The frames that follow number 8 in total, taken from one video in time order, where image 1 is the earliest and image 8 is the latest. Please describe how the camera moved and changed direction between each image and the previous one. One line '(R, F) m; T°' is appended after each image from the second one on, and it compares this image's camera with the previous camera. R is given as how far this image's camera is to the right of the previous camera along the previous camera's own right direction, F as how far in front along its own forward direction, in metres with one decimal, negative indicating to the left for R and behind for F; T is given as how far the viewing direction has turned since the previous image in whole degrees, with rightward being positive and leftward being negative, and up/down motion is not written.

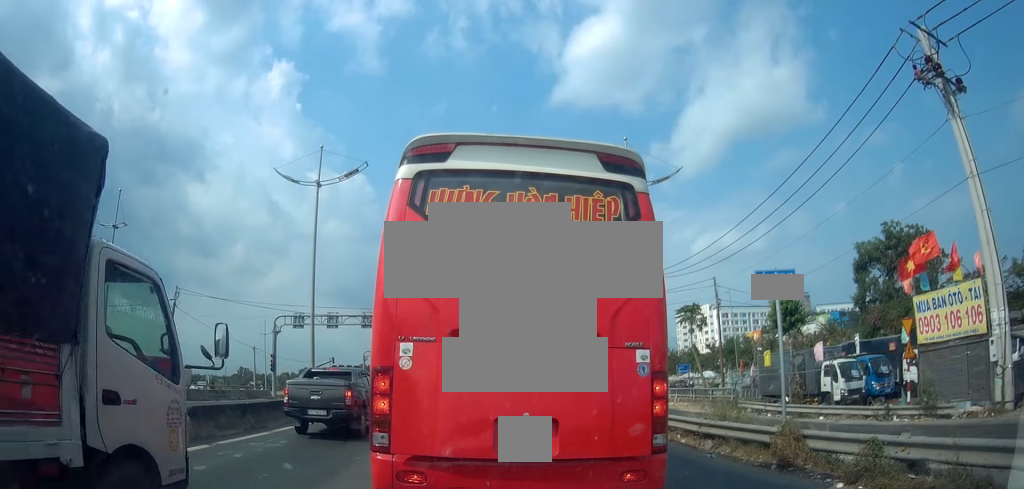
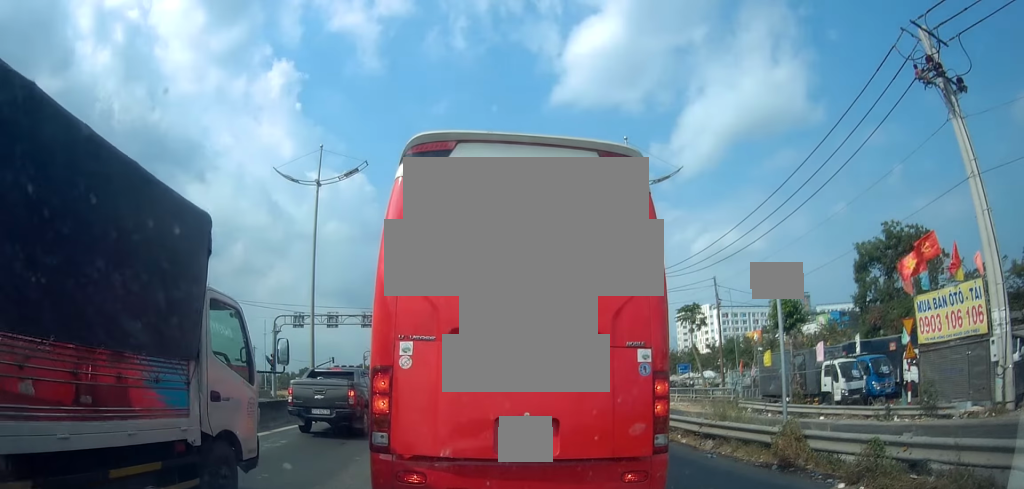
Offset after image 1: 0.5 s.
(0.0, 0.0) m; 0°
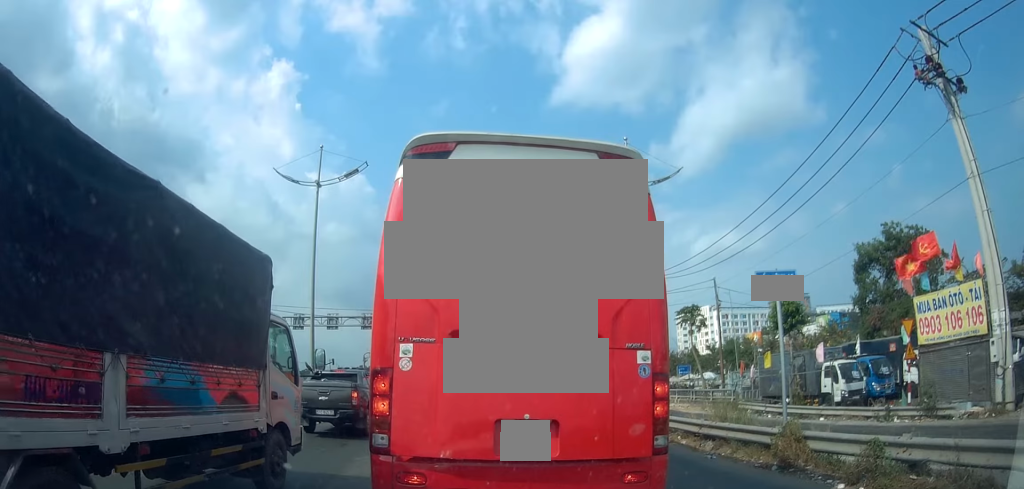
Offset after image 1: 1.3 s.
(0.0, 0.0) m; 0°
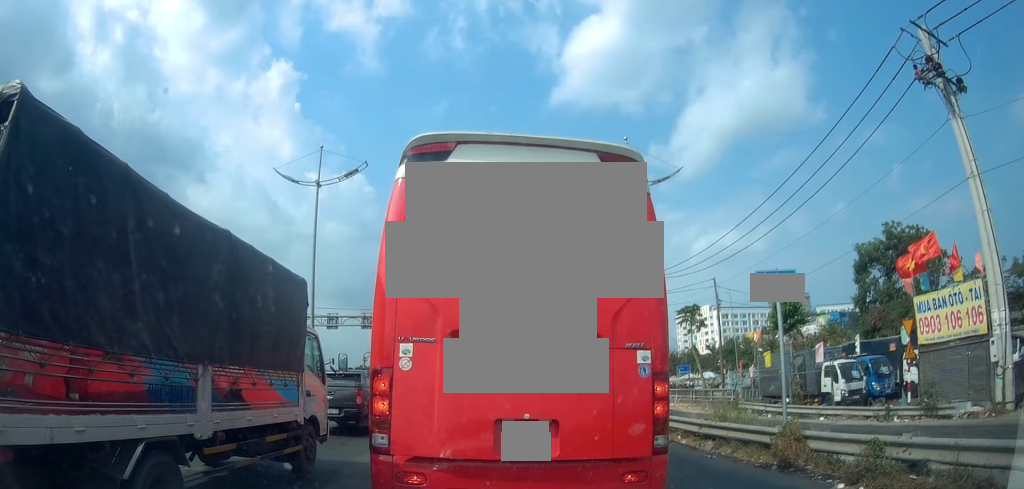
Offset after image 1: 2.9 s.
(0.0, 0.0) m; 0°
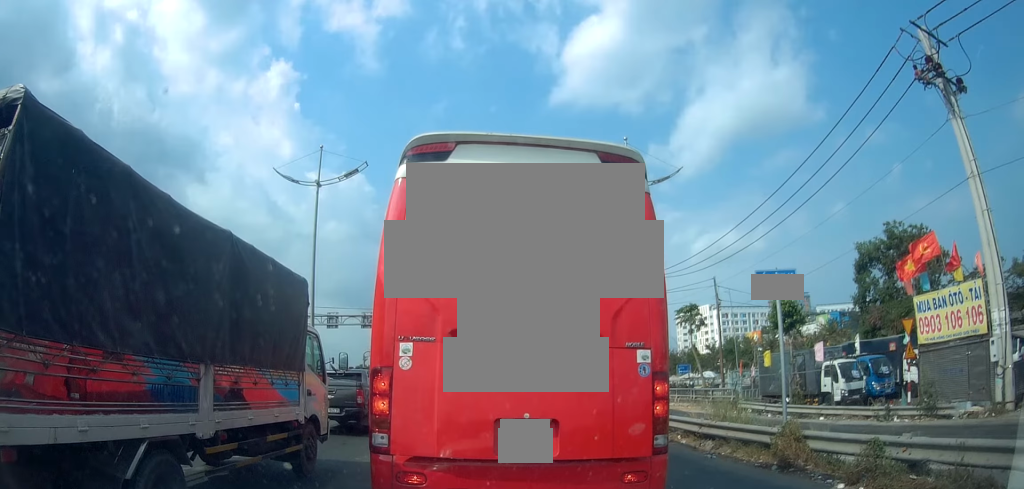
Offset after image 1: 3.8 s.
(0.0, 0.0) m; 0°
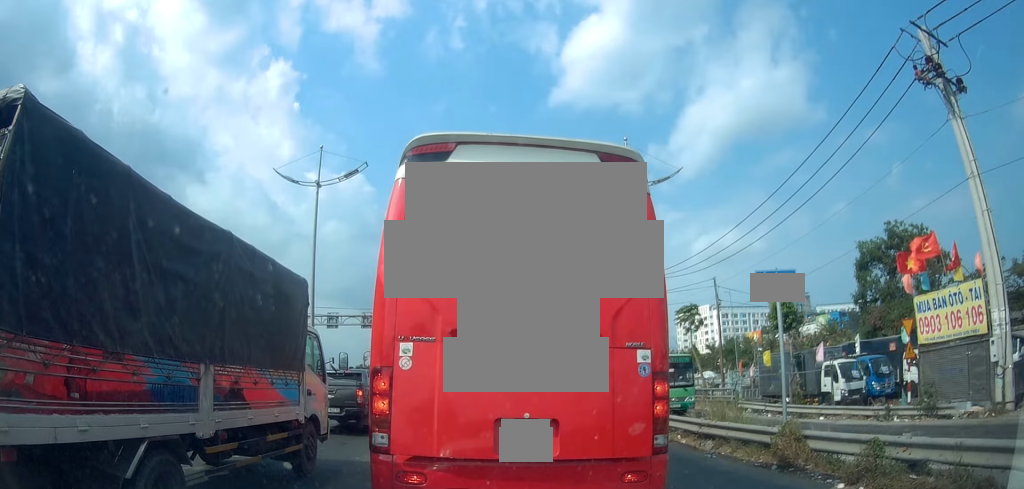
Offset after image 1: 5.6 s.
(0.0, 0.0) m; 0°
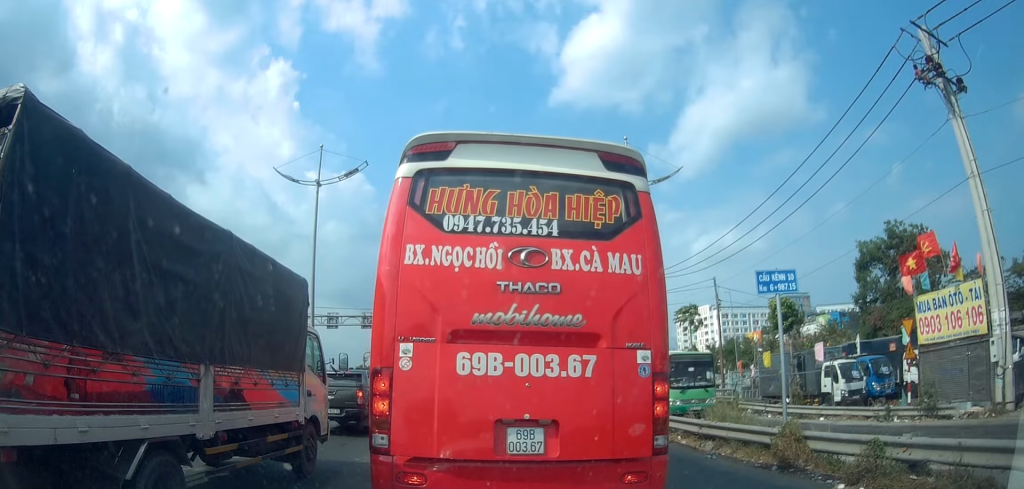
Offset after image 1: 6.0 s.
(0.0, 0.0) m; 0°
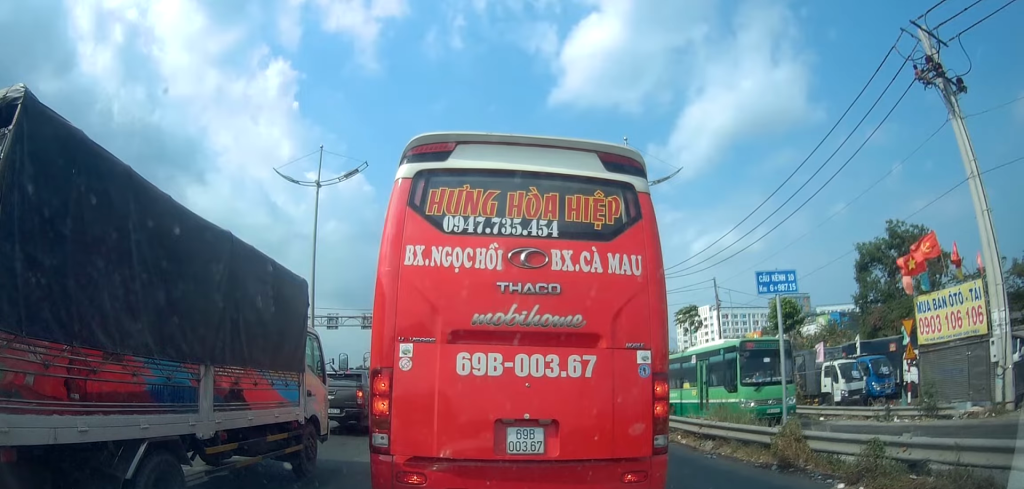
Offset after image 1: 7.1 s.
(0.0, 0.0) m; 0°
